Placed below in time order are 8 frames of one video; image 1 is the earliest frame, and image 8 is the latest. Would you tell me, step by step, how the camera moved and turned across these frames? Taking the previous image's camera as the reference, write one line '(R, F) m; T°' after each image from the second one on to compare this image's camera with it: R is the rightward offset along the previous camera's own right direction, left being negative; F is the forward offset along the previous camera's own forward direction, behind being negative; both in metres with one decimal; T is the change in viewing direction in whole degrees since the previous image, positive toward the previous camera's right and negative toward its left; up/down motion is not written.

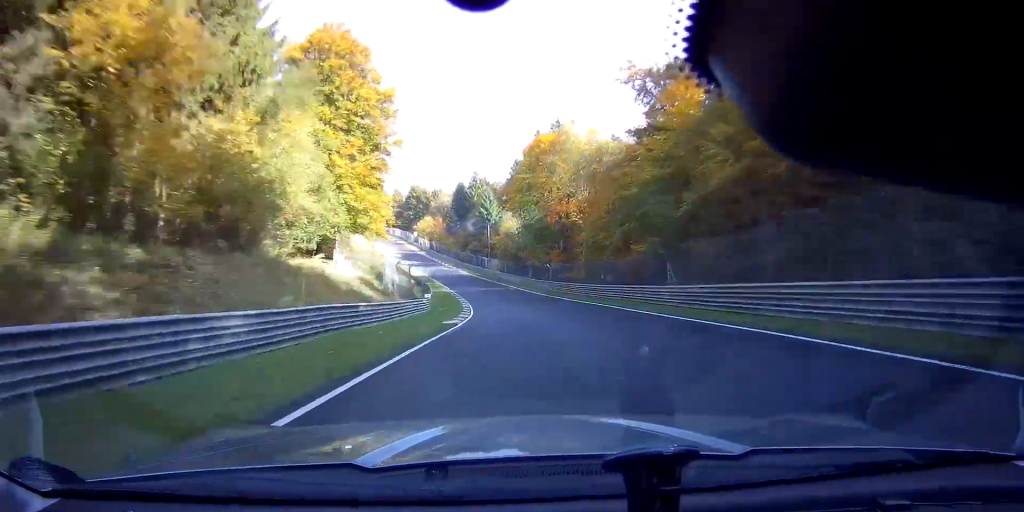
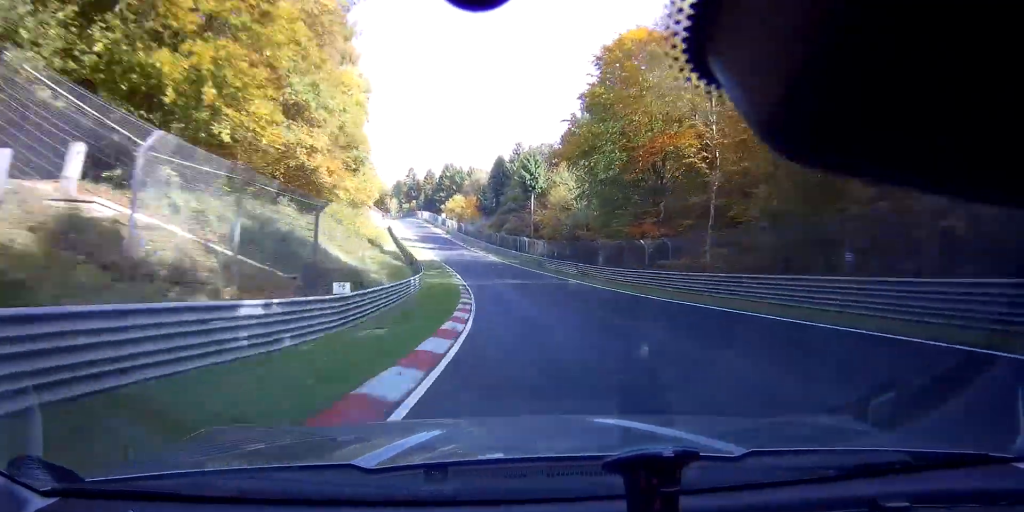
(-1.9, +30.5) m; -6°
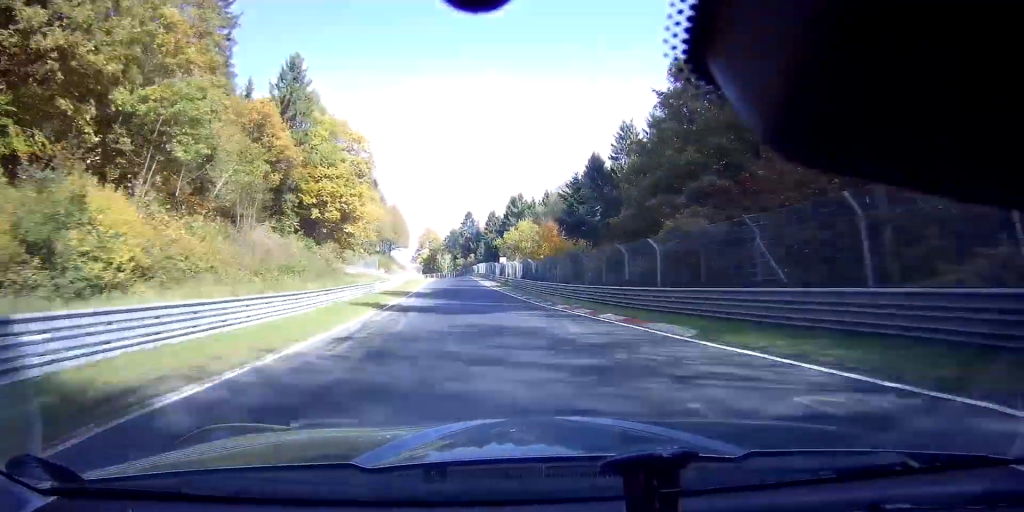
(-6.7, +63.0) m; -8°
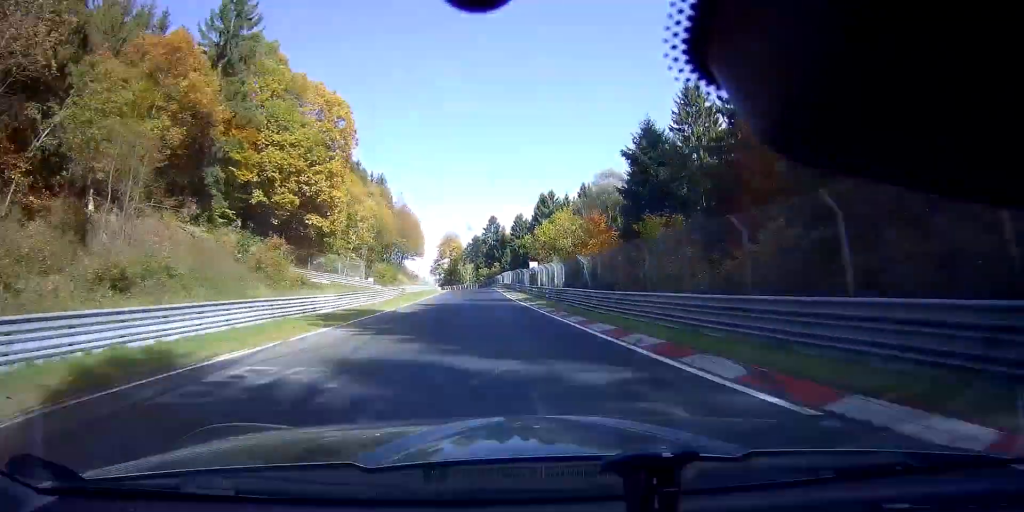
(+0.2, +19.2) m; 0°
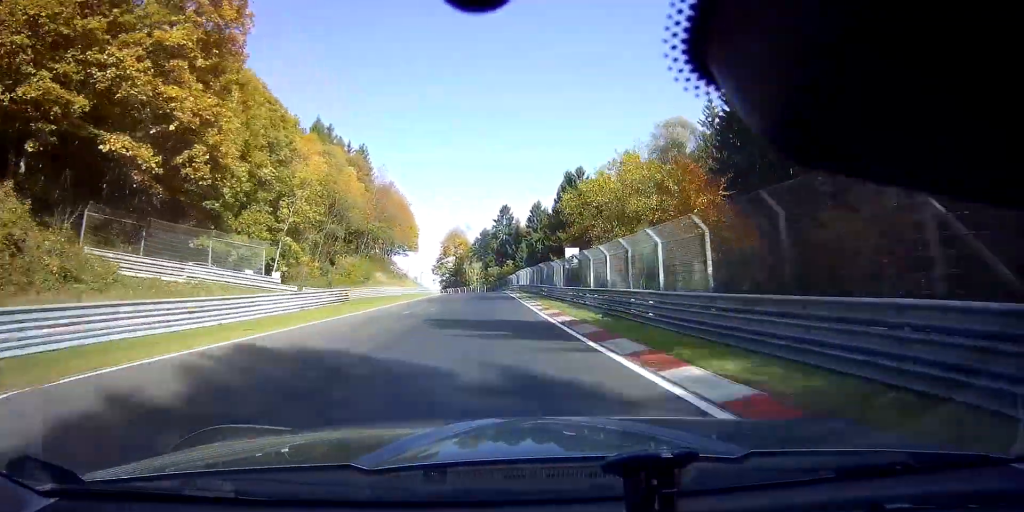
(+0.4, +26.4) m; 0°
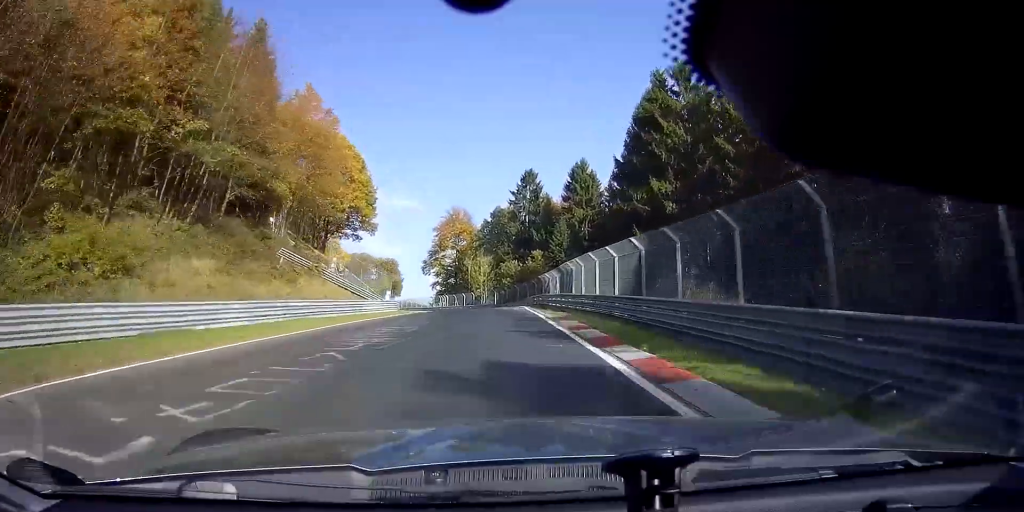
(-1.4, +47.1) m; -3°
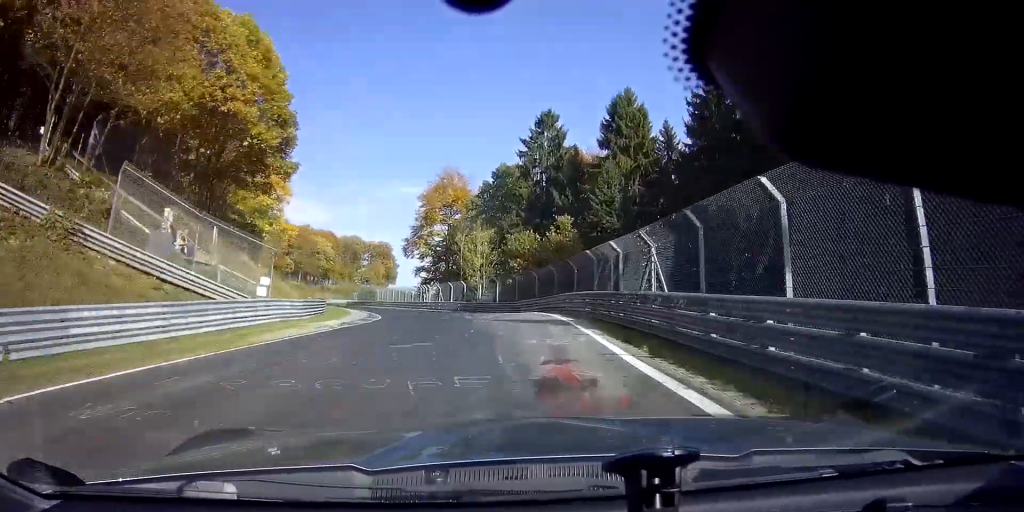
(-0.3, +26.6) m; -3°
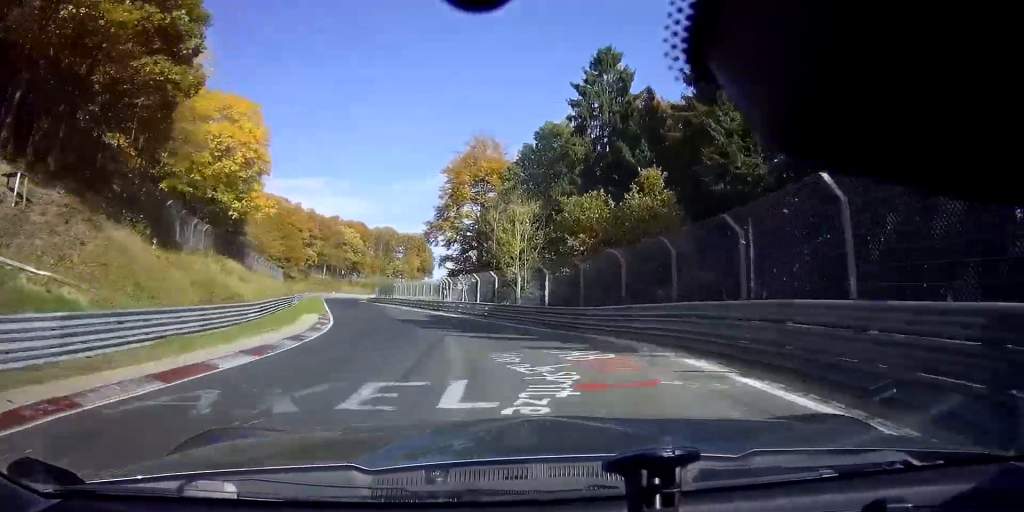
(-0.4, +17.0) m; -5°
